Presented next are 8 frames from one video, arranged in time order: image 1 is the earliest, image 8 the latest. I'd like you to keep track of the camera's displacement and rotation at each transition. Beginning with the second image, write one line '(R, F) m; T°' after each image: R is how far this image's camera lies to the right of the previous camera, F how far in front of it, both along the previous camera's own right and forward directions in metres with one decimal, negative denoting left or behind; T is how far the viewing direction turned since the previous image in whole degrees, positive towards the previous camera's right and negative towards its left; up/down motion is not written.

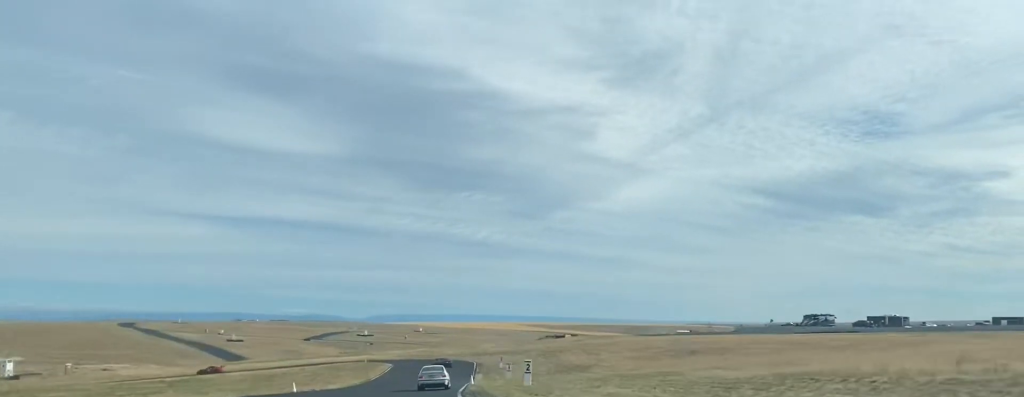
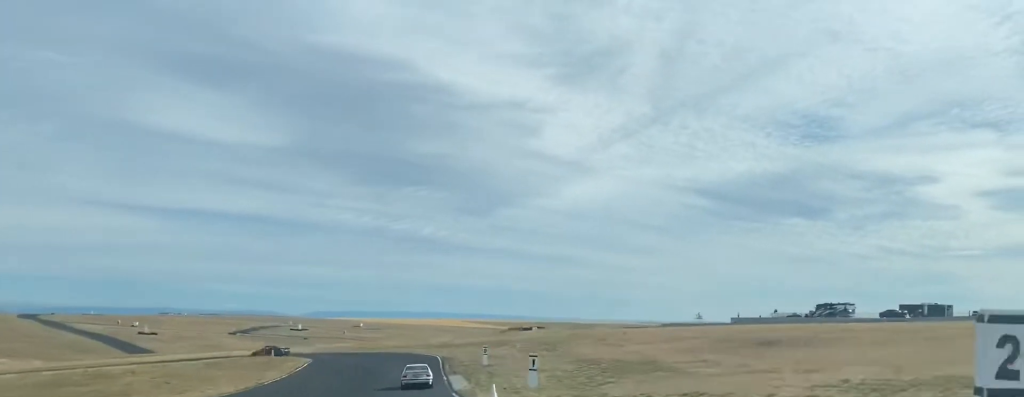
(+1.2, +41.7) m; +4°
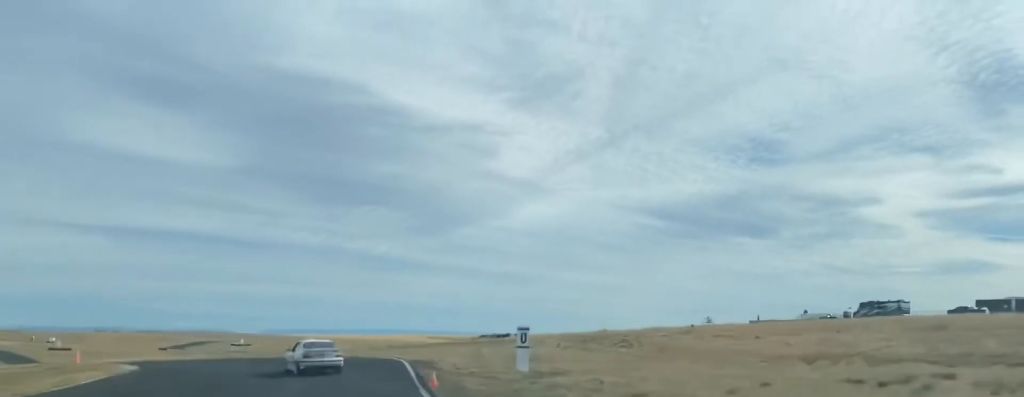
(+1.7, +39.7) m; +3°
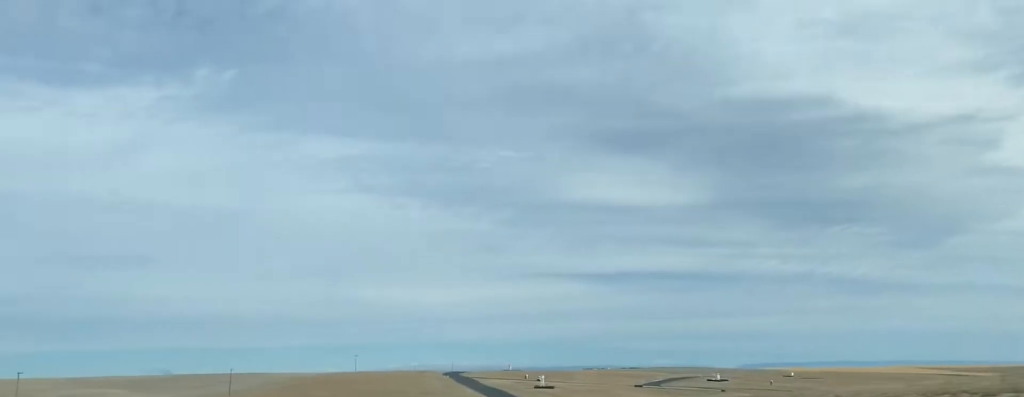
(-5.4, +44.7) m; -40°
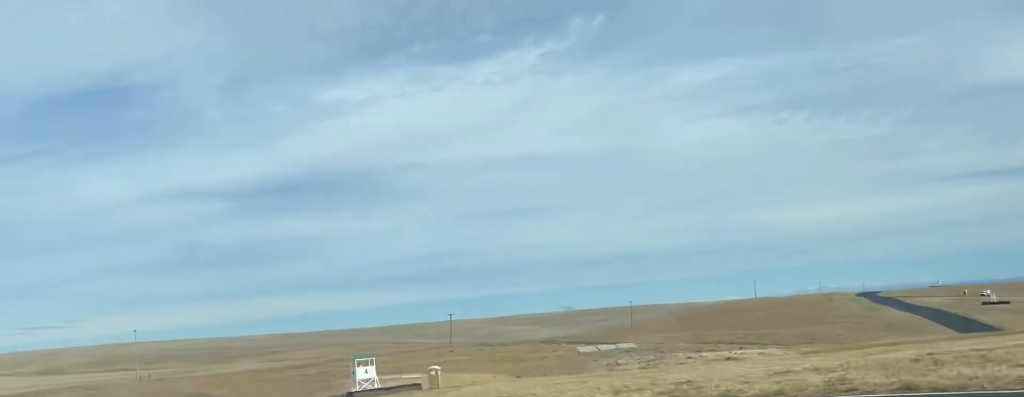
(-5.8, +13.9) m; -34°
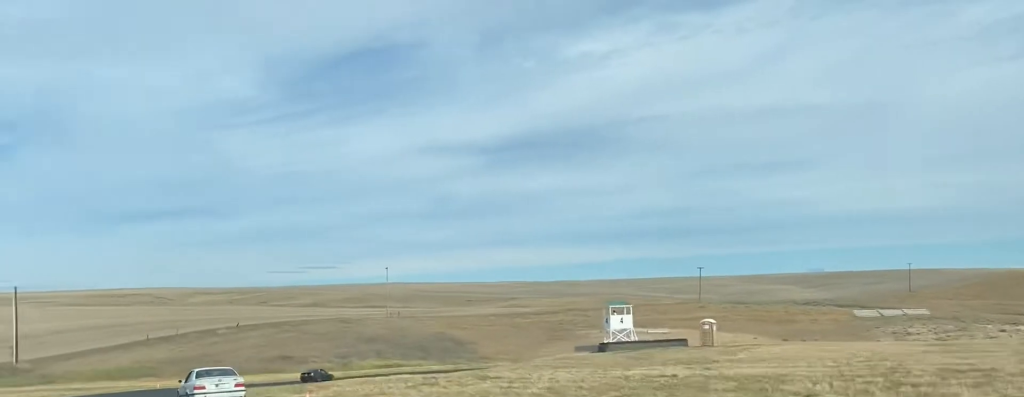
(-4.1, +14.2) m; -19°
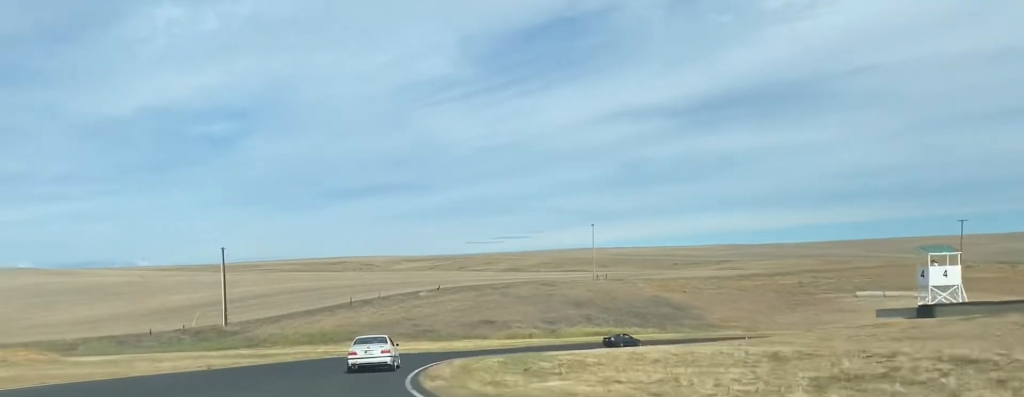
(-0.7, +17.0) m; -4°
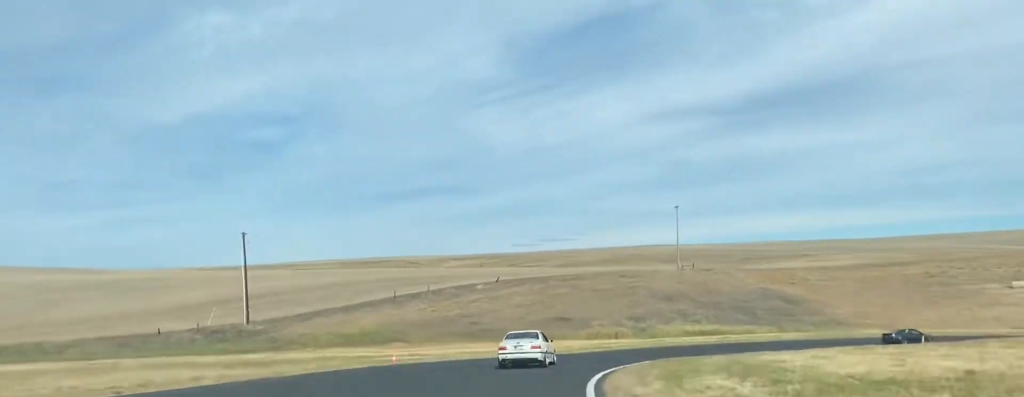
(-0.7, +19.6) m; -1°
